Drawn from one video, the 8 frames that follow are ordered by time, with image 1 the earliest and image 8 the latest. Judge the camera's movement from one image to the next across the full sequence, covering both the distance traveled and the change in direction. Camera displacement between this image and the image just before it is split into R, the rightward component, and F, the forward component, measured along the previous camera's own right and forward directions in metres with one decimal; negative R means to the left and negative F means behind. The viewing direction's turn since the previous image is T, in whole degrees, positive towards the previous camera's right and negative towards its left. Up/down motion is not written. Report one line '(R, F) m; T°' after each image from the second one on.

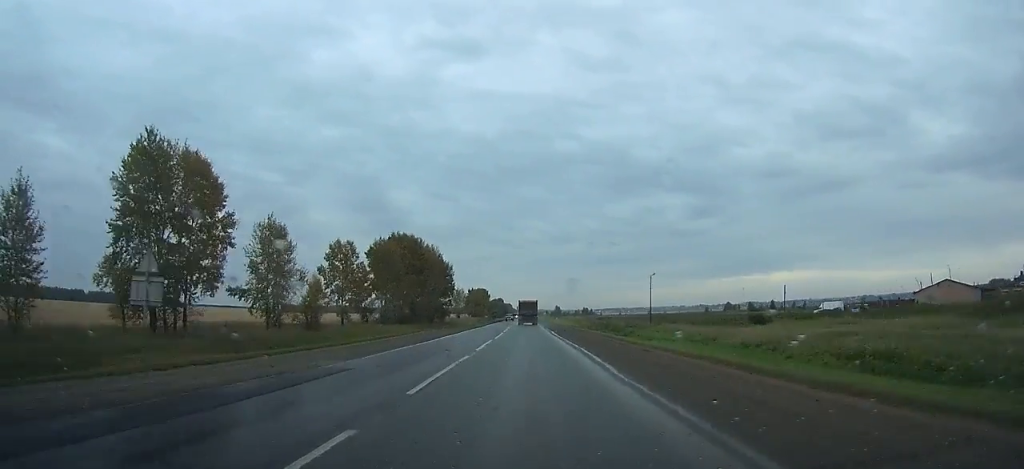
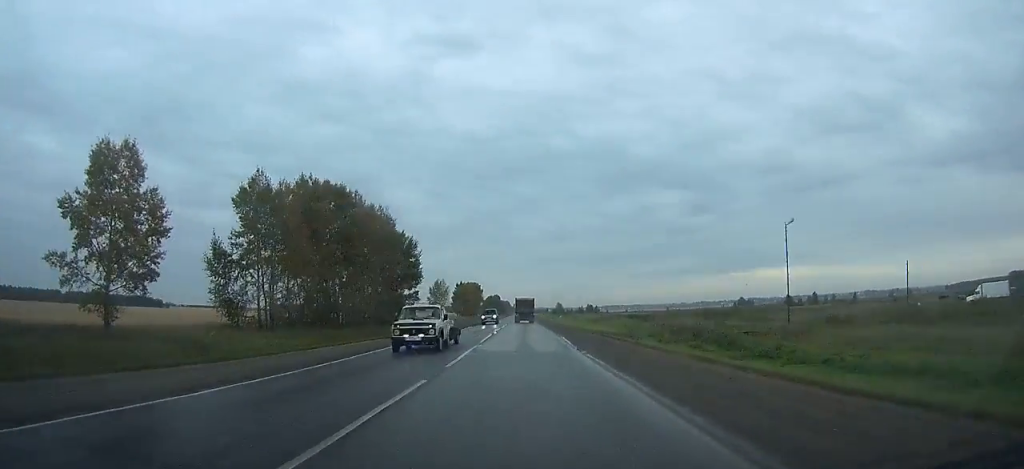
(0.0, +54.8) m; 0°
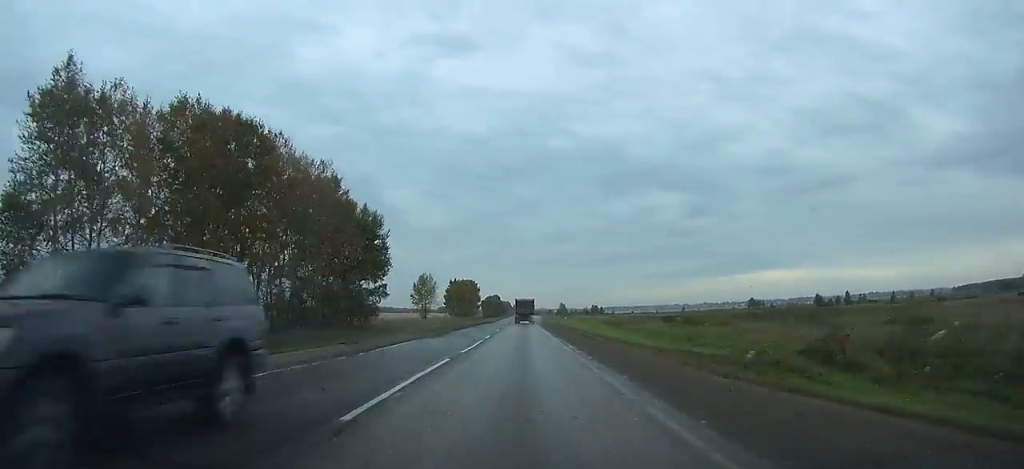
(0.0, +30.7) m; 0°
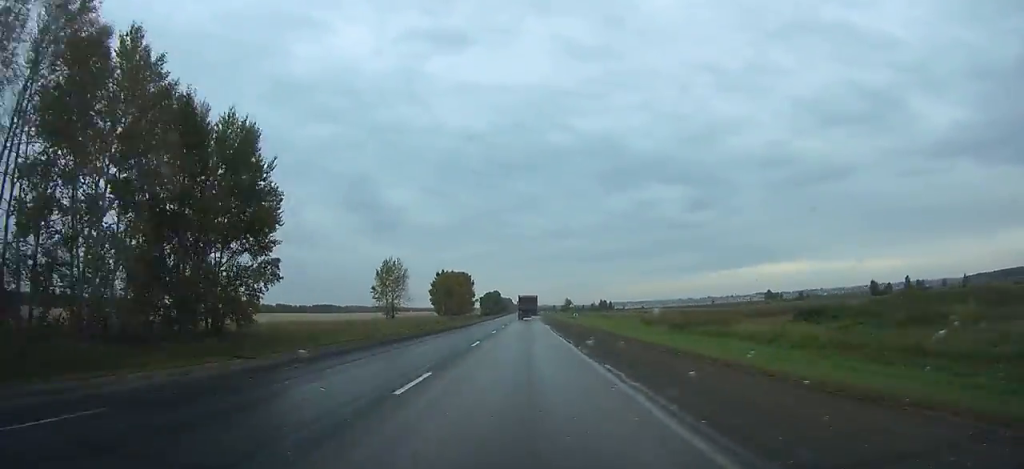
(0.0, +45.2) m; 0°
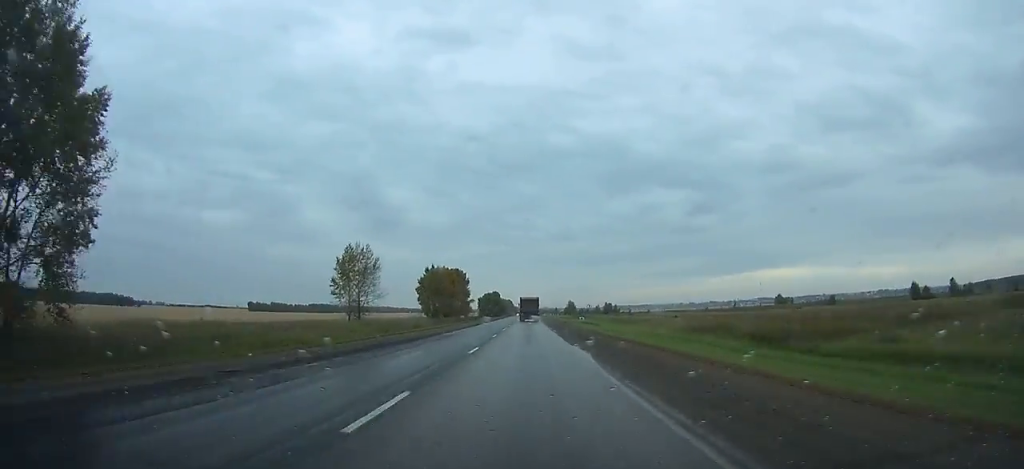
(0.0, +26.7) m; 0°
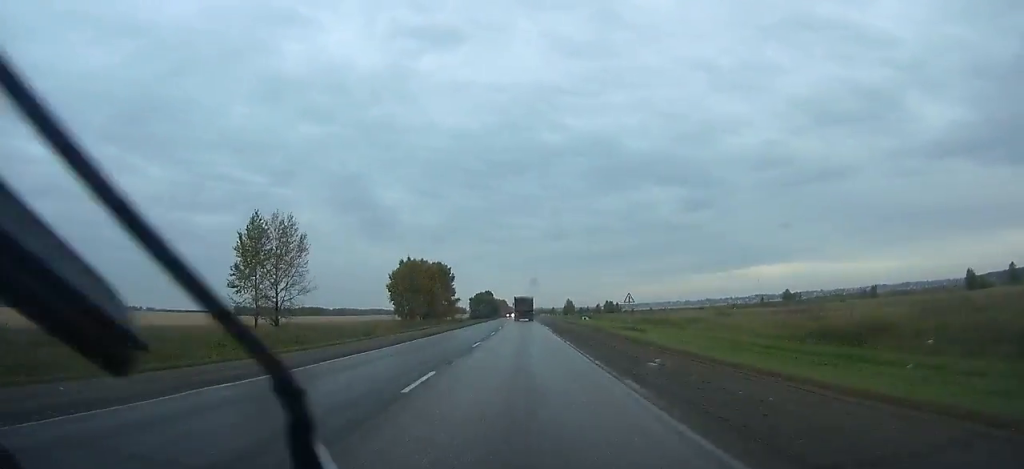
(-0.1, +32.9) m; 0°
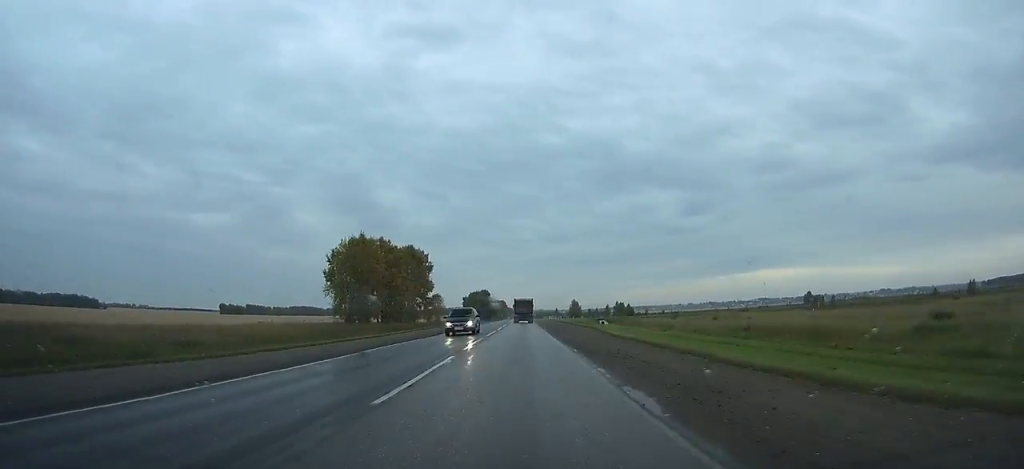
(-0.1, +49.3) m; 0°
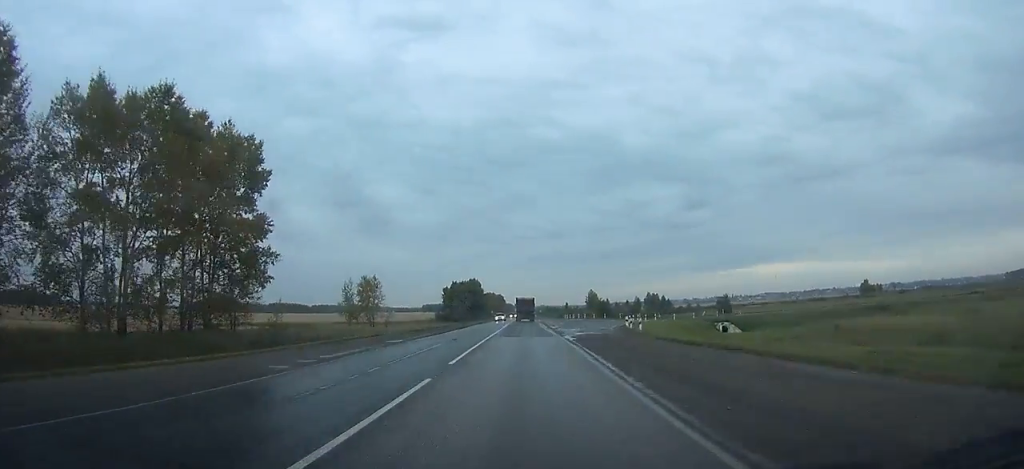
(-0.1, +102.8) m; 0°
